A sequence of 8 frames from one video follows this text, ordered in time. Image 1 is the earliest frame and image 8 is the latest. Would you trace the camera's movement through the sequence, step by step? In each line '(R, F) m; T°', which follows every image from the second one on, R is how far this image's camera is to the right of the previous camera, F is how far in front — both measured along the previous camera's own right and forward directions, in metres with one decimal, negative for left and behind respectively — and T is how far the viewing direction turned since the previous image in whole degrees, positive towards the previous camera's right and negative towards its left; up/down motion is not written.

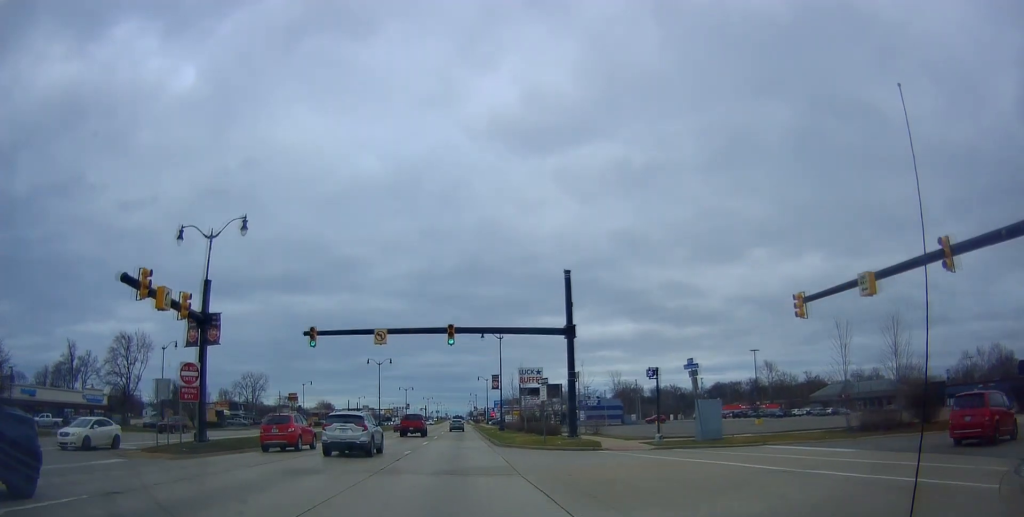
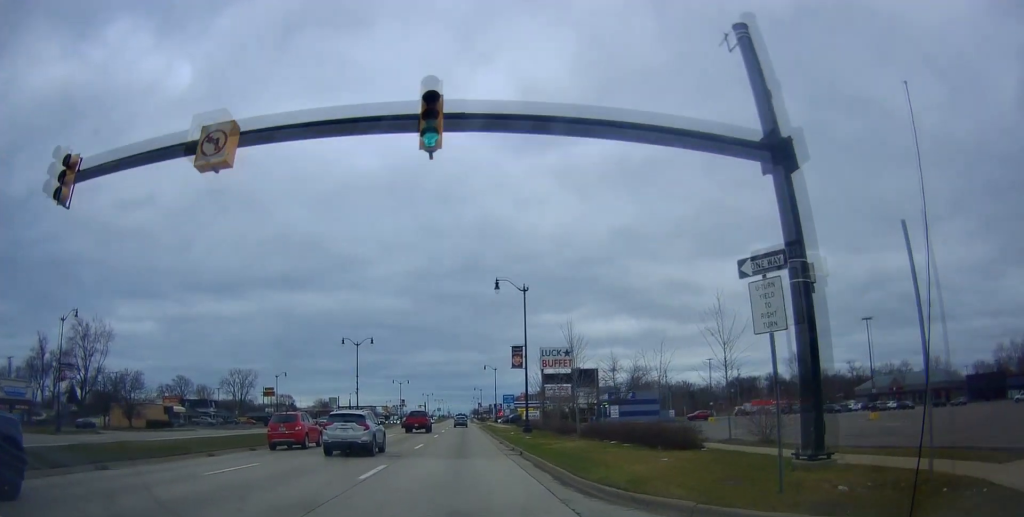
(+0.1, +21.0) m; +2°
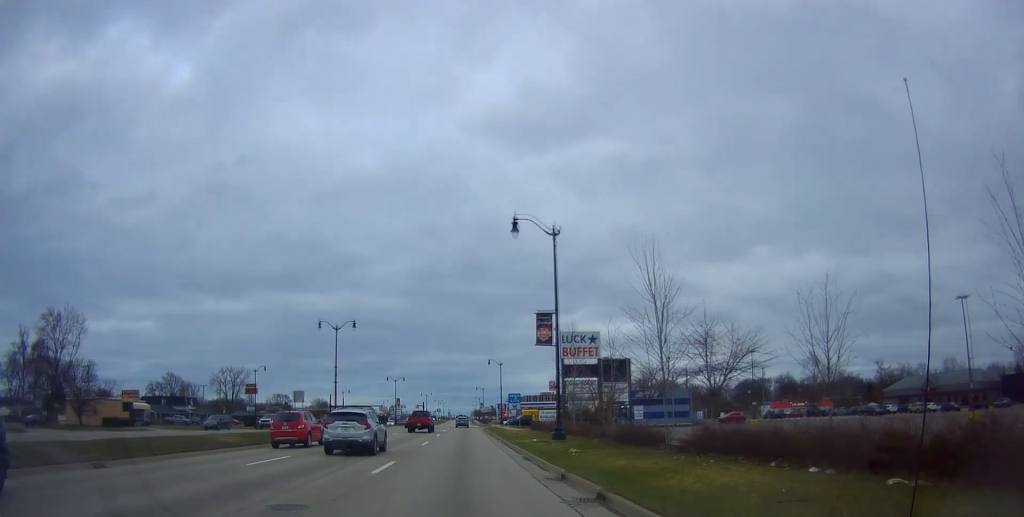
(-0.2, +12.2) m; 0°
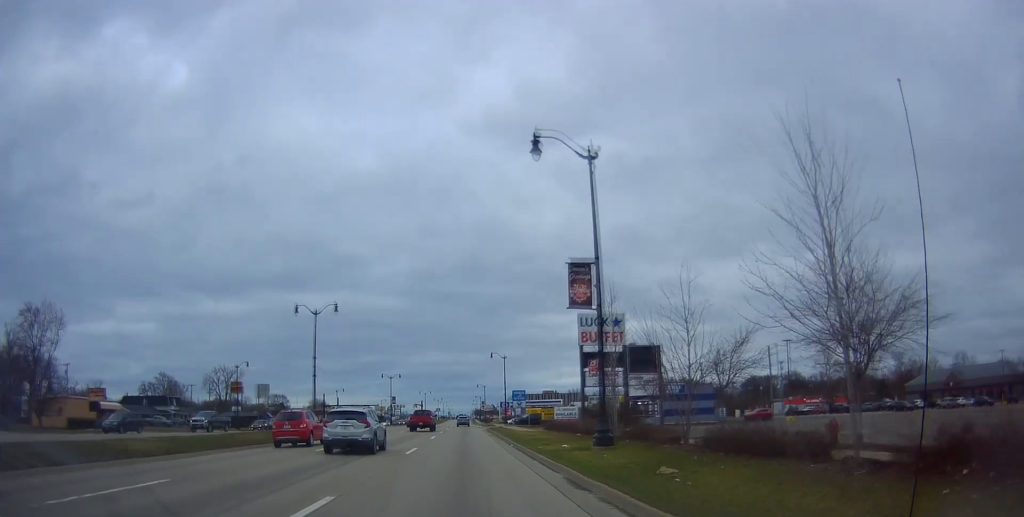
(+0.1, +8.3) m; -1°
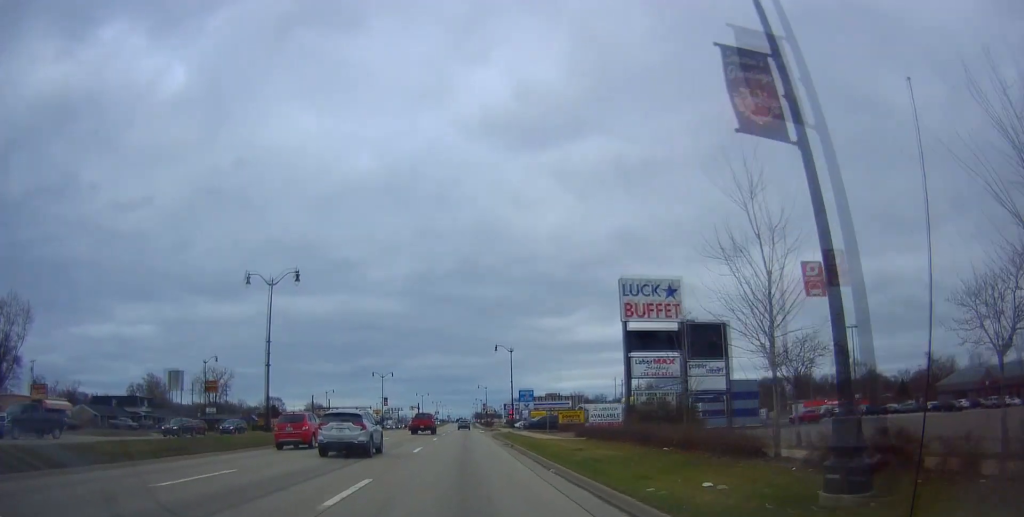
(+0.1, +12.1) m; -1°
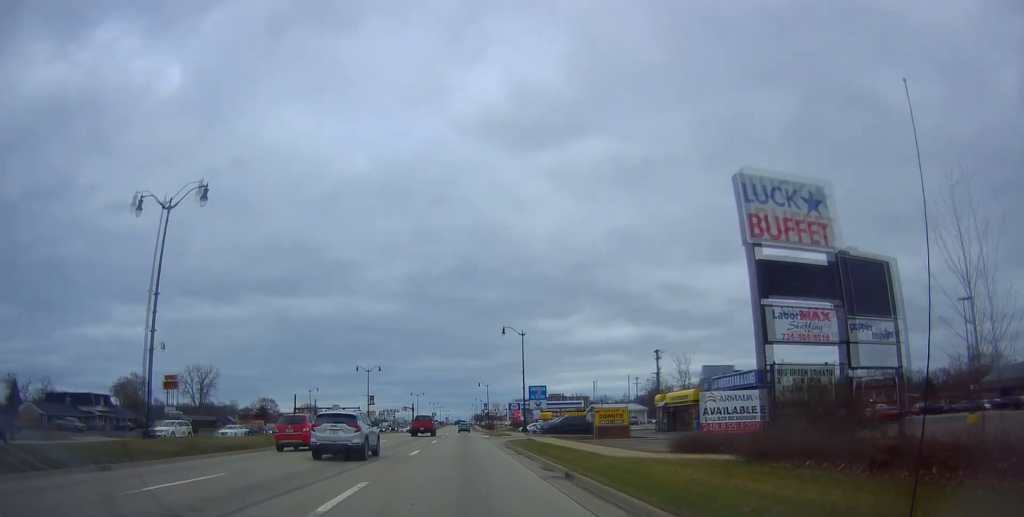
(-0.4, +15.4) m; +1°
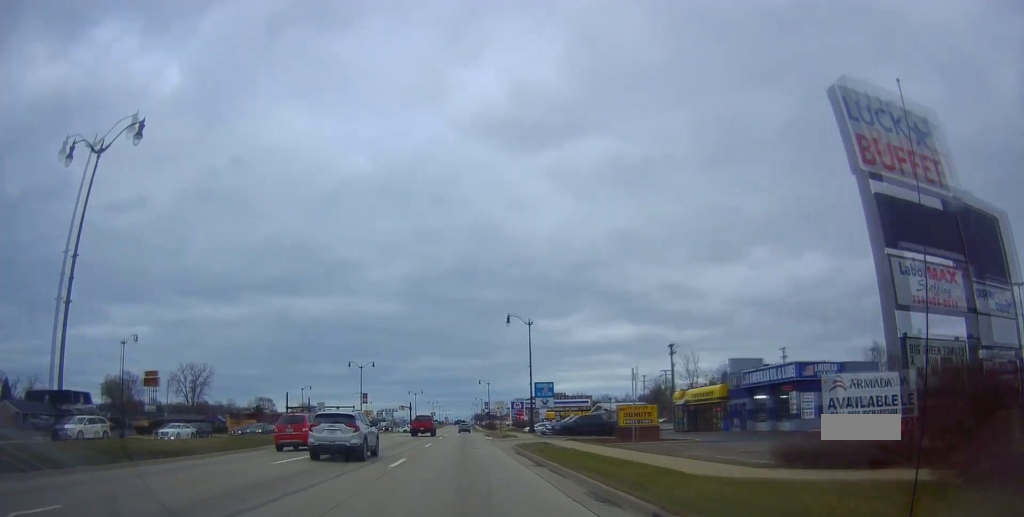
(+0.3, +6.3) m; +1°
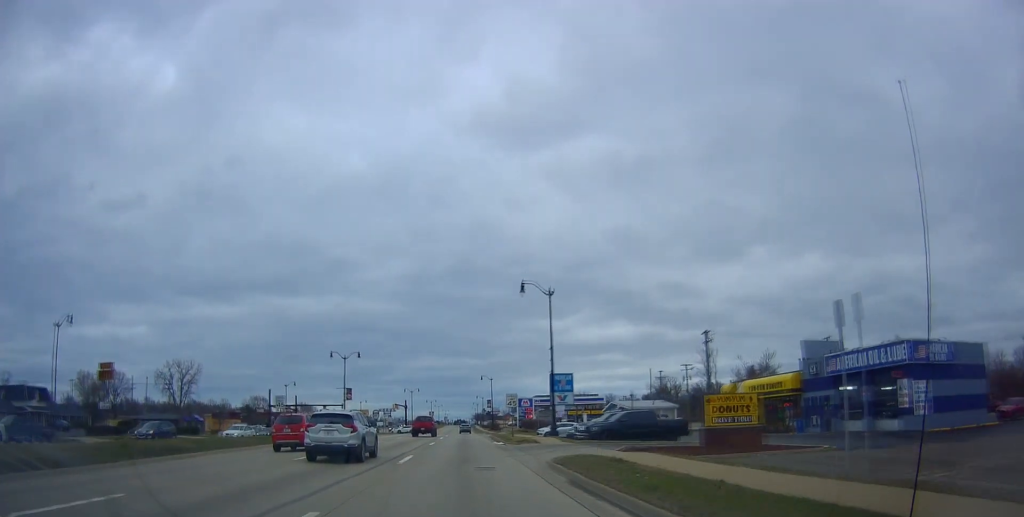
(+0.2, +12.3) m; 0°
